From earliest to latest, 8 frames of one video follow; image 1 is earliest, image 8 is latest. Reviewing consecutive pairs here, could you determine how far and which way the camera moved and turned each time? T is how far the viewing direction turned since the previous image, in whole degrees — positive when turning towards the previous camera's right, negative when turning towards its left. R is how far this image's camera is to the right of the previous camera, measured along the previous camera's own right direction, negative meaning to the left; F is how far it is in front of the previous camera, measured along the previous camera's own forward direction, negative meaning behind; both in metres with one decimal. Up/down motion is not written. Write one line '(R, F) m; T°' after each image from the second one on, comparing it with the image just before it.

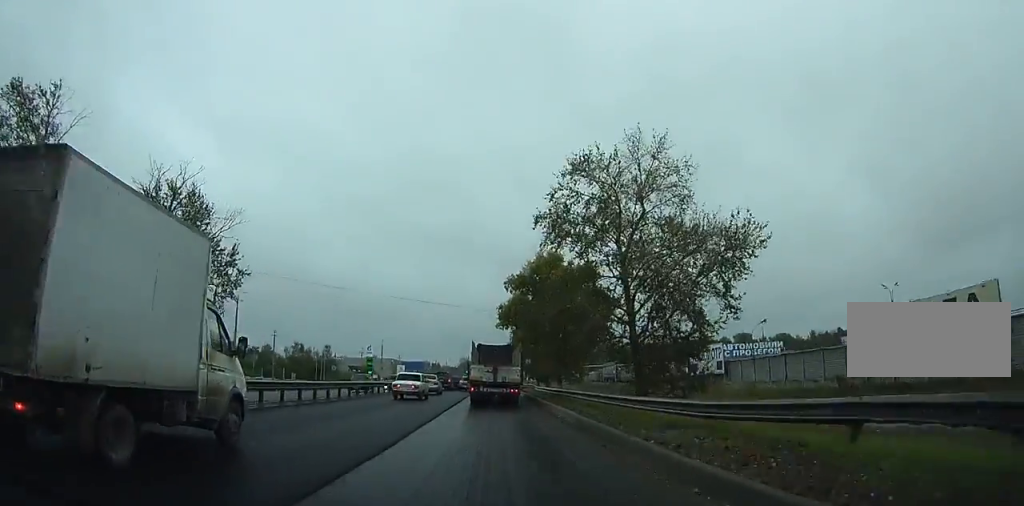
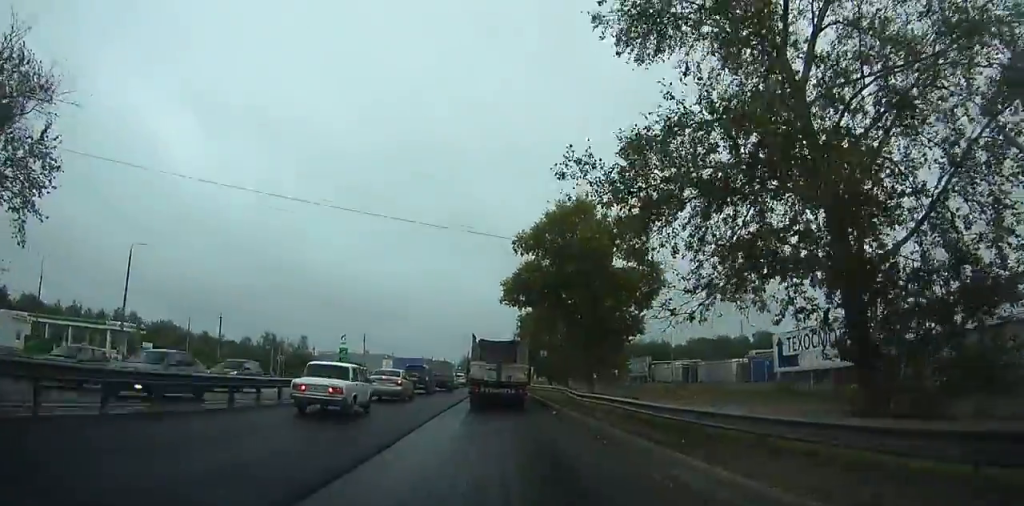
(+0.7, +22.8) m; +2°
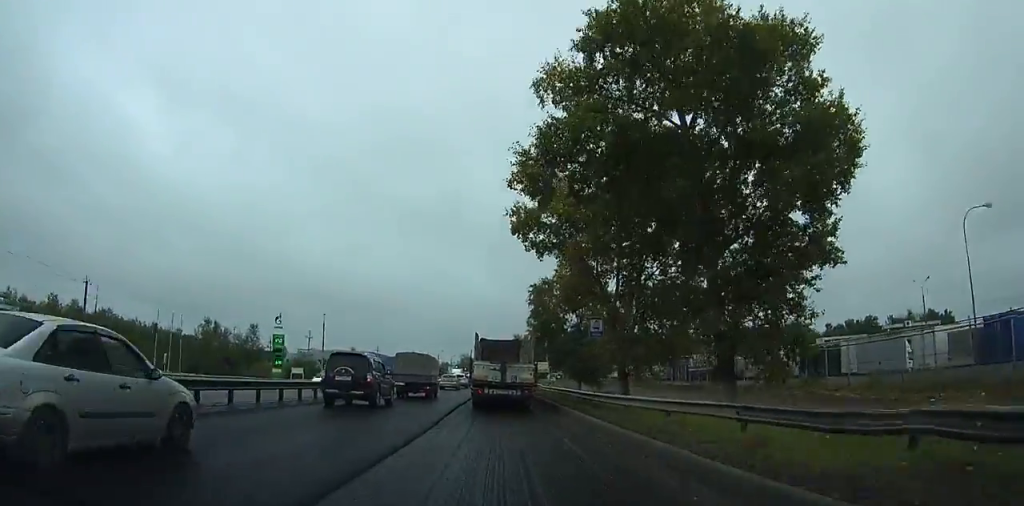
(-0.5, +32.4) m; -1°
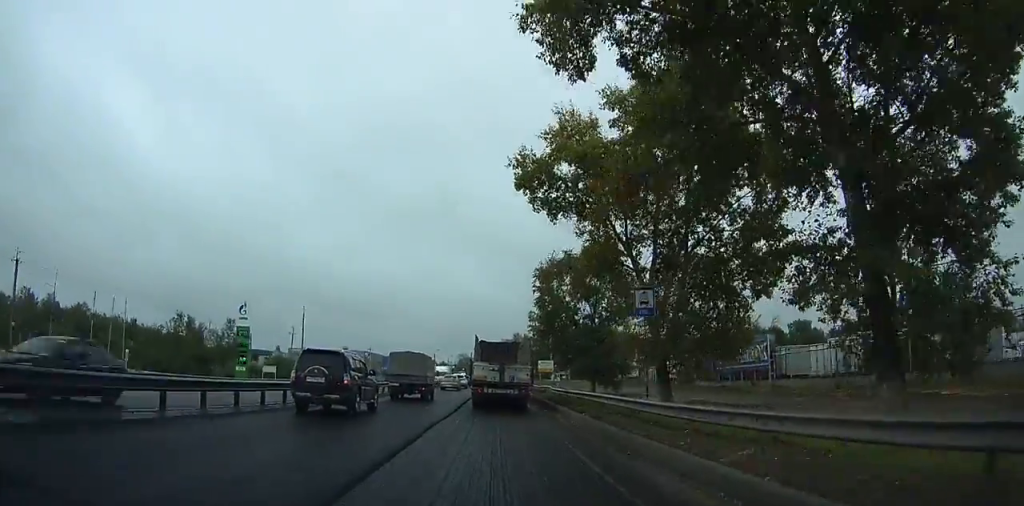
(0.0, +10.3) m; 0°
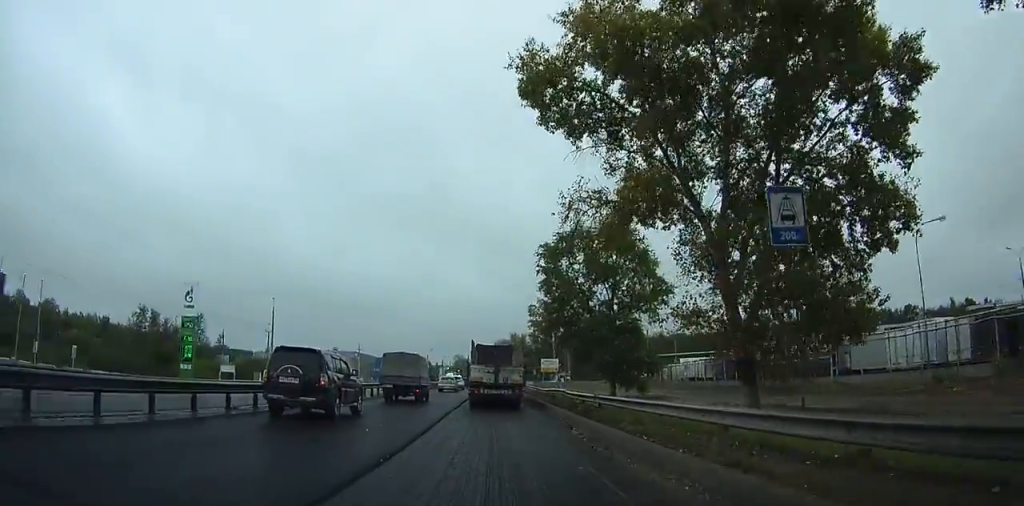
(0.0, +10.7) m; 0°
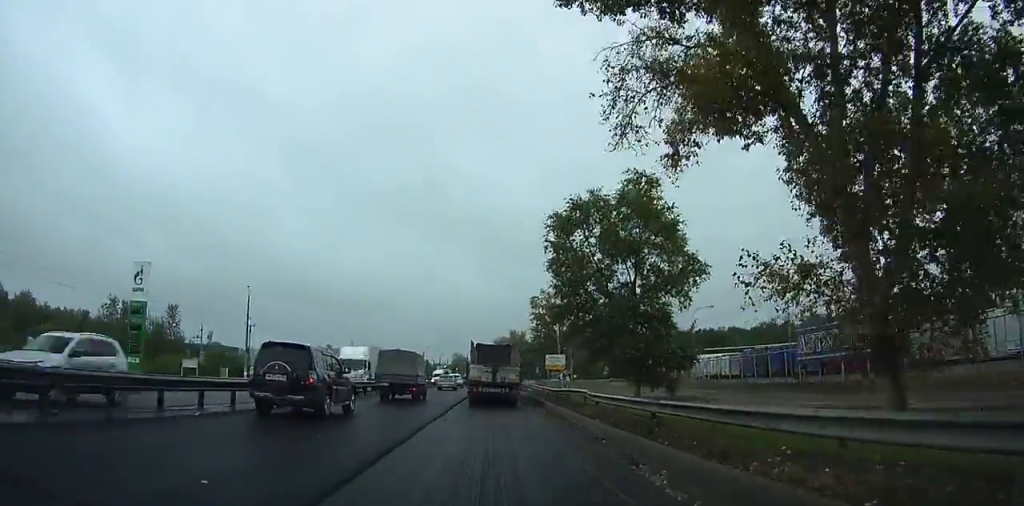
(0.0, +7.6) m; 0°
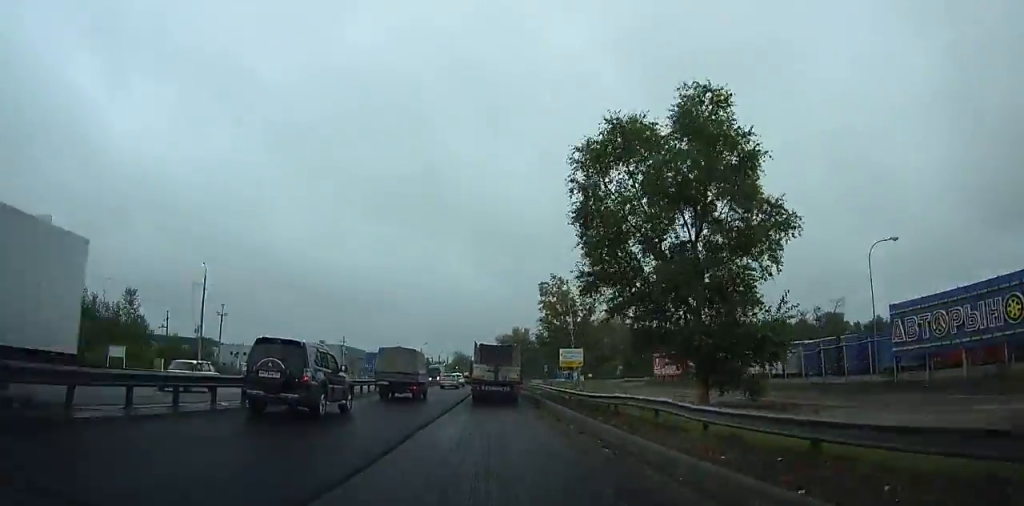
(0.0, +10.9) m; +1°
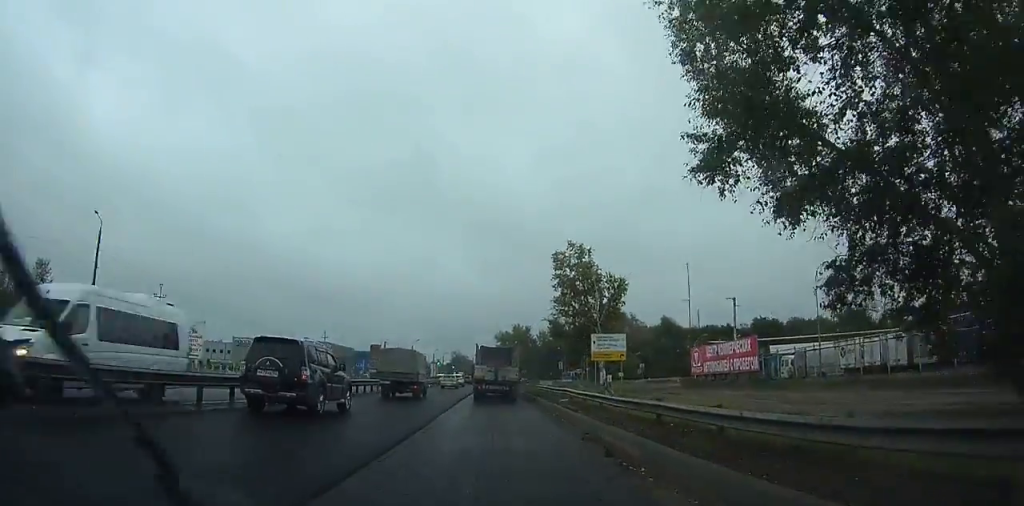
(+0.2, +15.8) m; 0°
